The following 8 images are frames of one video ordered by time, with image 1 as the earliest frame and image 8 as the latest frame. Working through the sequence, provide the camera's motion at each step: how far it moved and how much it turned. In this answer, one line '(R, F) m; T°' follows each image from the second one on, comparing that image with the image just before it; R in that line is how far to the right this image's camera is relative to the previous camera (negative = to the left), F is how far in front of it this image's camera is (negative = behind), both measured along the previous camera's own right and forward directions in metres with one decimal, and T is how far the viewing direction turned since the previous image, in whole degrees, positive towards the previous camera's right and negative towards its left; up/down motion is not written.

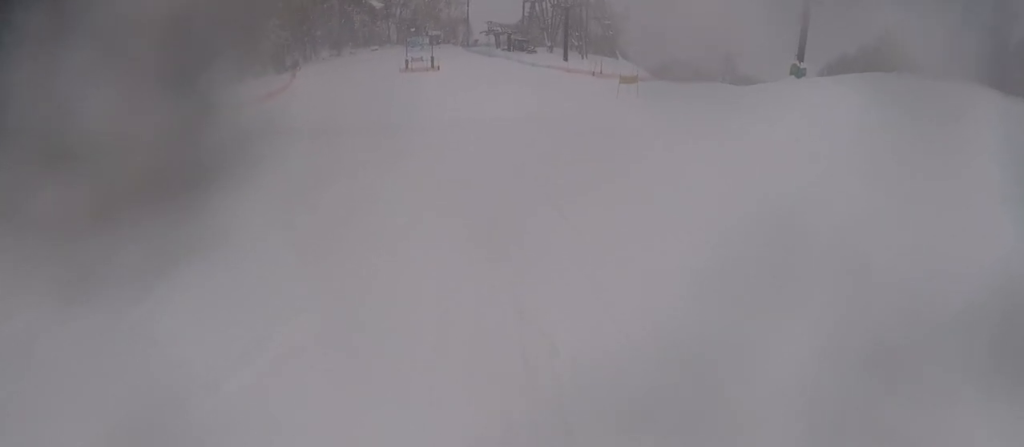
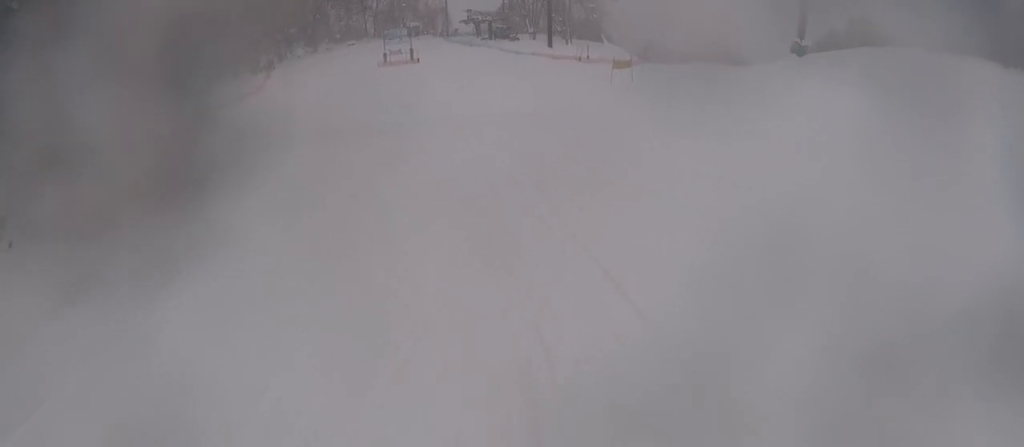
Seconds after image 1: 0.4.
(+0.3, +3.2) m; -1°
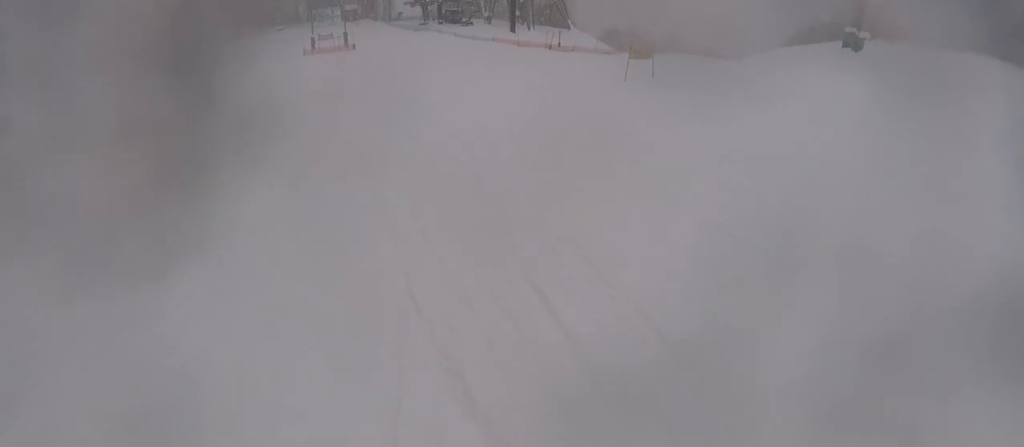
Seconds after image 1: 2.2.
(-1.9, +13.6) m; -8°
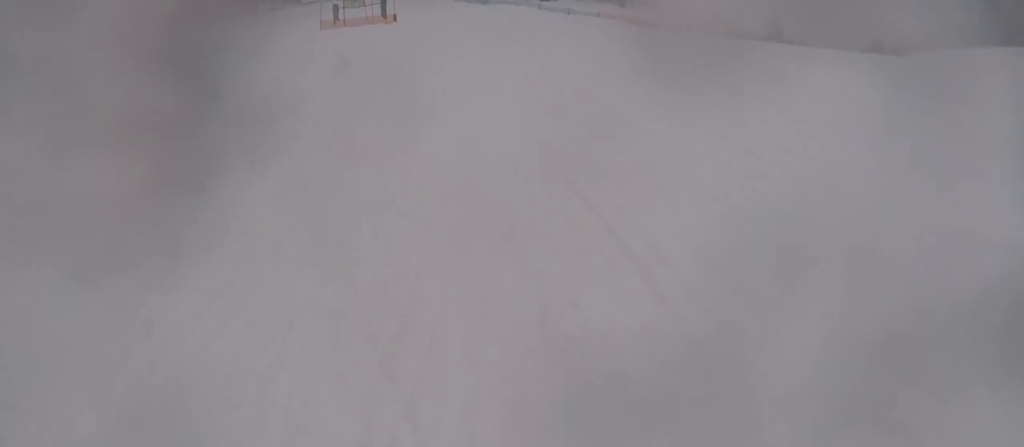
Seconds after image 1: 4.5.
(+2.5, +18.7) m; +8°
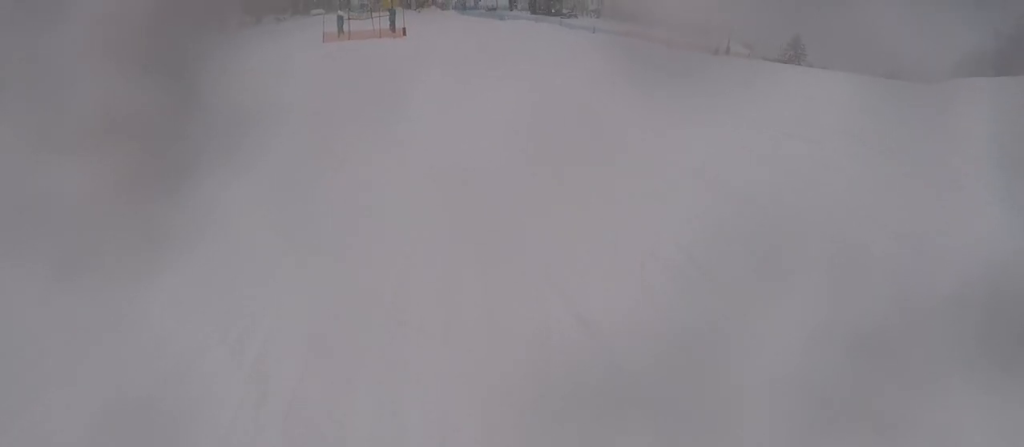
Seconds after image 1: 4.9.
(-0.4, +3.5) m; -2°
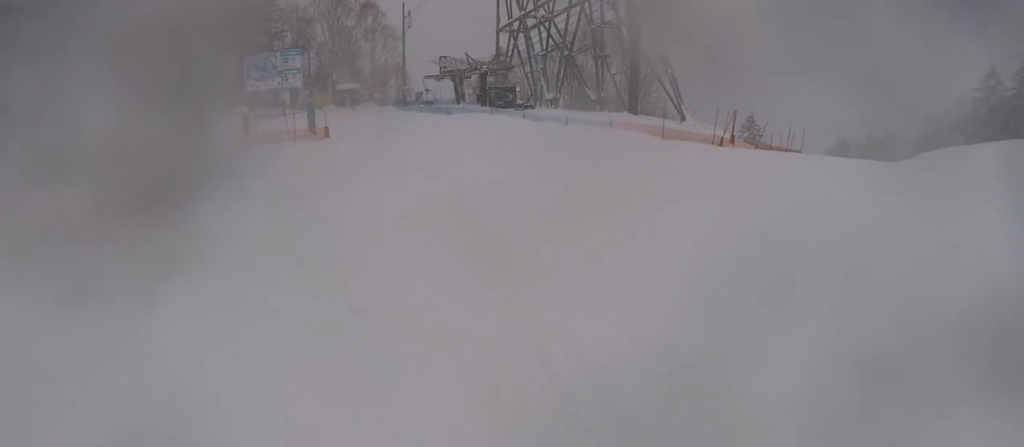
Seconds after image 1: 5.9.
(-0.1, +8.4) m; -2°
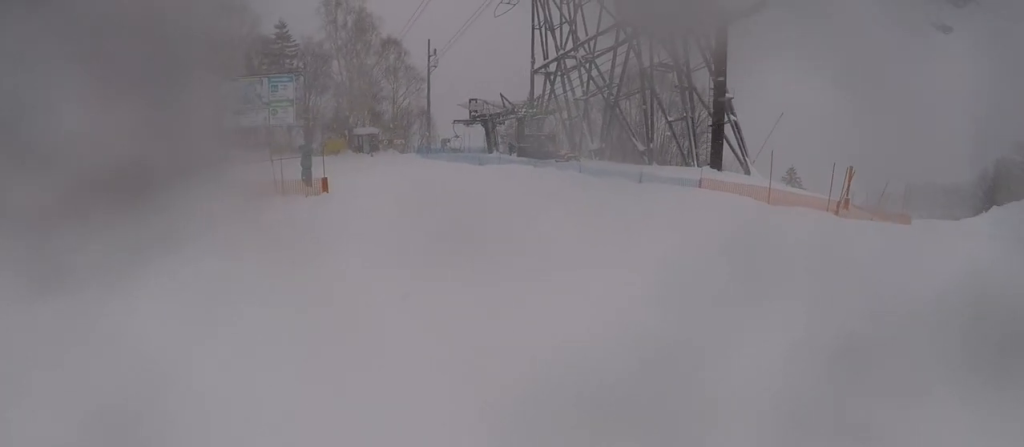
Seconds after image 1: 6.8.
(0.0, +7.2) m; -1°
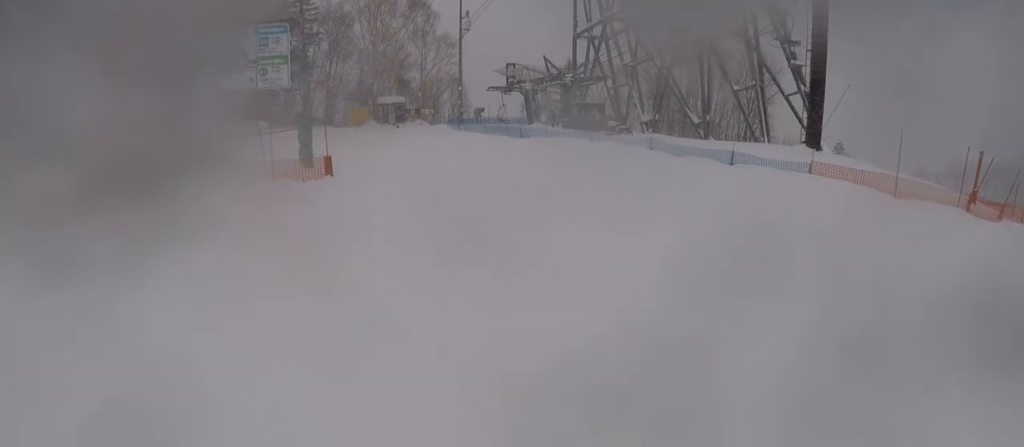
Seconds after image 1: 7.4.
(-0.2, +4.8) m; -1°
